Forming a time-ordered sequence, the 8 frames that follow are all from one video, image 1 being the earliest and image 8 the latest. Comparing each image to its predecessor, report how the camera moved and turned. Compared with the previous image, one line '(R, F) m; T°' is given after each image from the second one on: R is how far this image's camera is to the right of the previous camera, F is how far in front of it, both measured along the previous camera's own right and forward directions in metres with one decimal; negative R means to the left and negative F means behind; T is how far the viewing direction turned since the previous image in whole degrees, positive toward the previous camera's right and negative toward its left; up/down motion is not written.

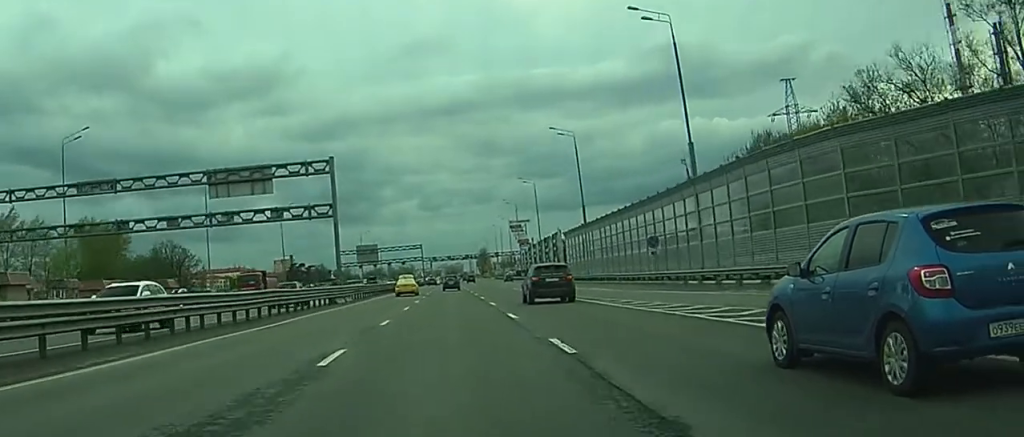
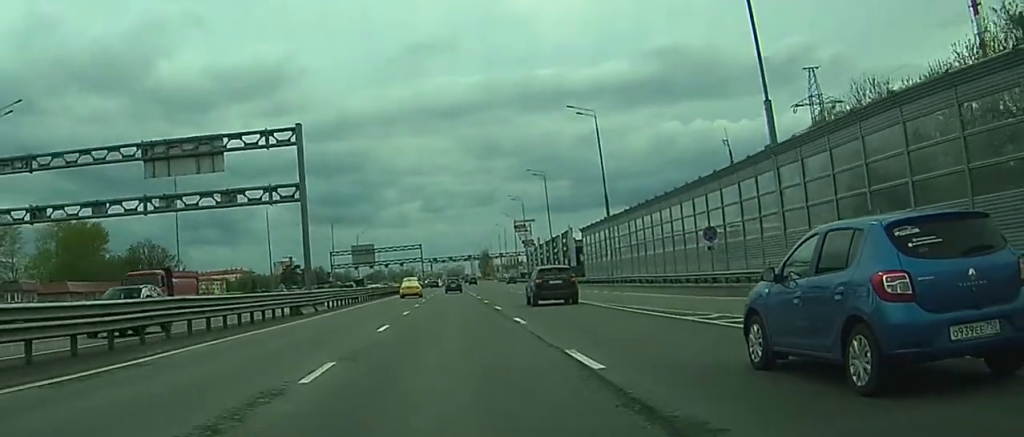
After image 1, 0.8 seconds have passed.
(0.0, +14.3) m; 0°
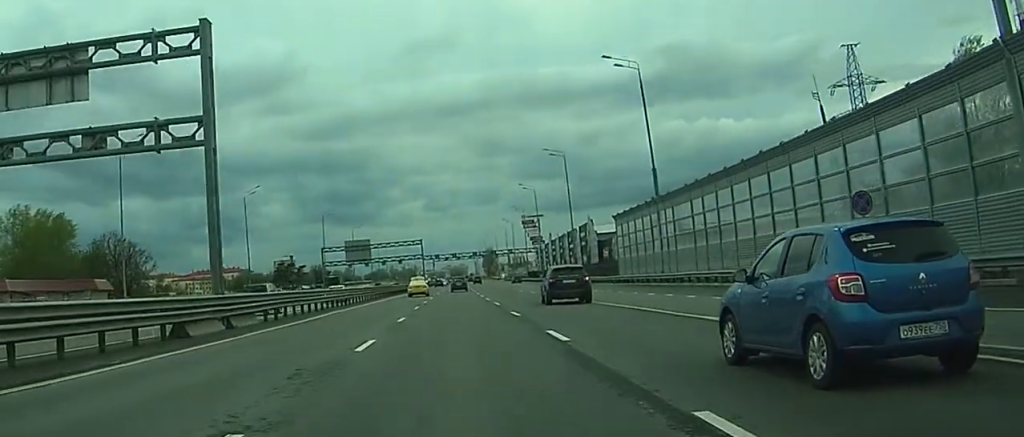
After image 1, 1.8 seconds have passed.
(+0.2, +19.4) m; +1°
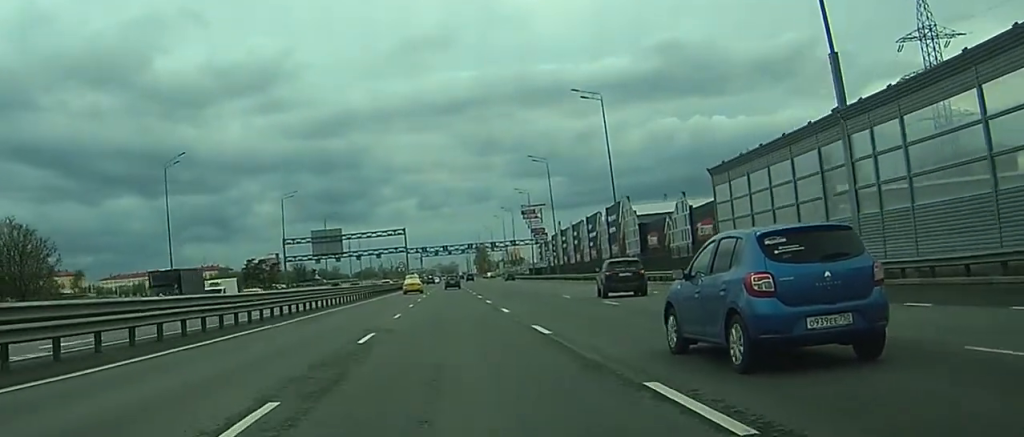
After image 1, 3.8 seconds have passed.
(-0.2, +34.8) m; -1°
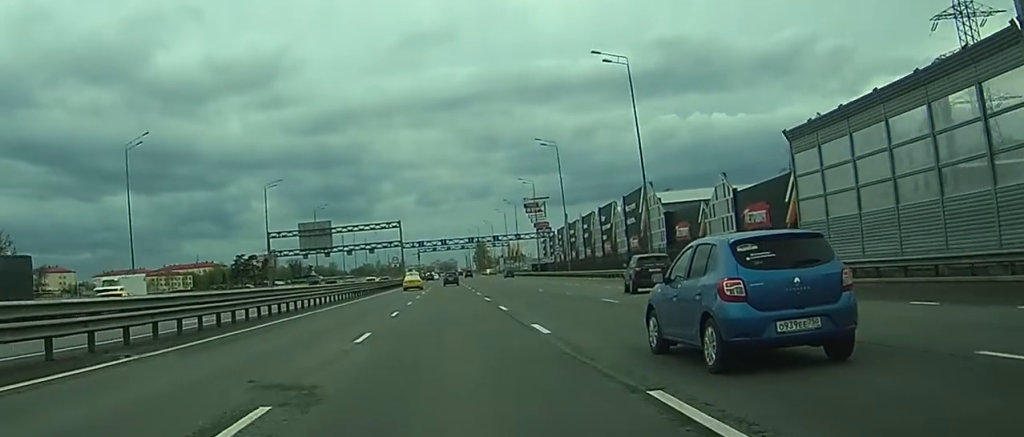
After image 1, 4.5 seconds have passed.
(0.0, +12.6) m; 0°
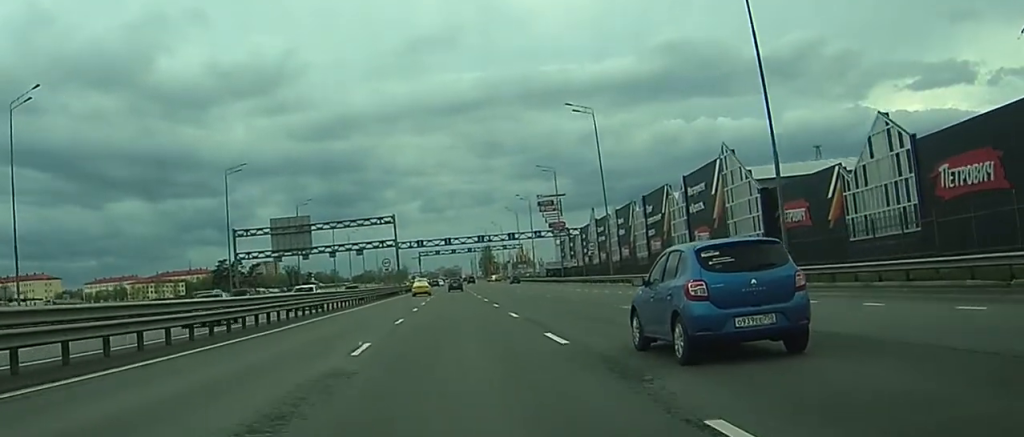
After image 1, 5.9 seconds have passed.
(-0.1, +26.4) m; 0°
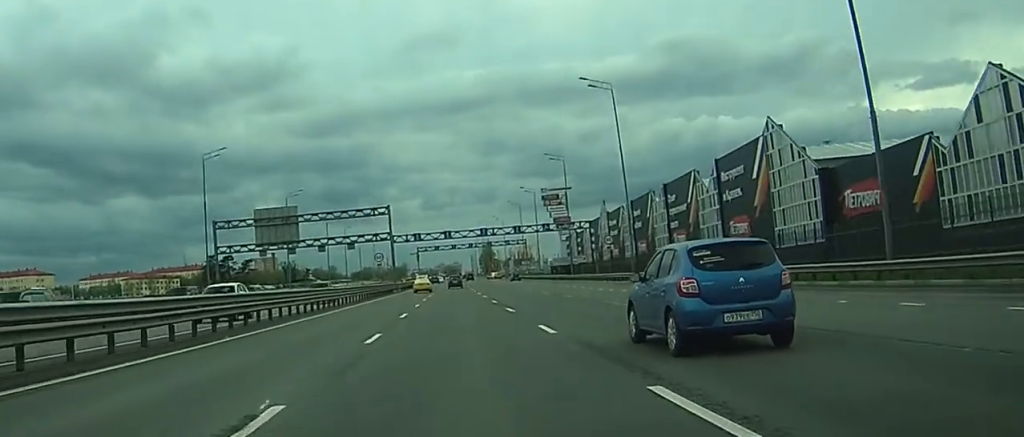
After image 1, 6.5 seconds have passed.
(-0.1, +10.2) m; 0°
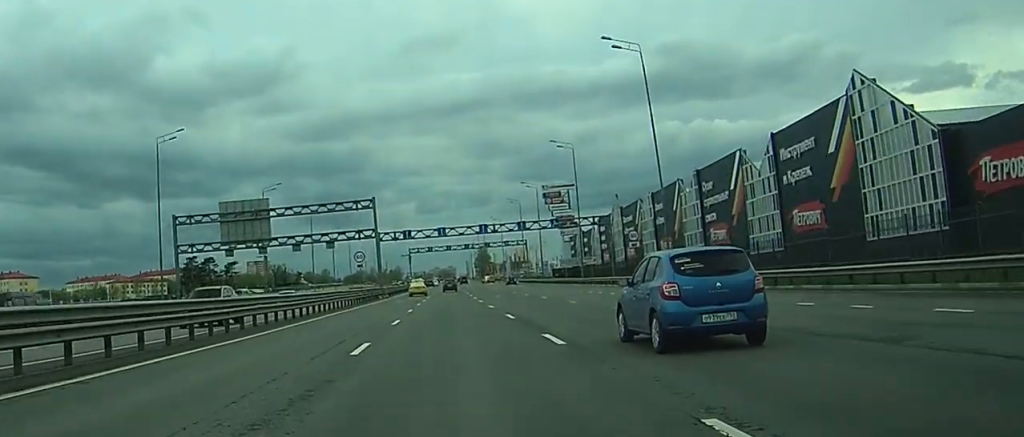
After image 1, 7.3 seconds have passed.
(+0.1, +14.4) m; 0°
